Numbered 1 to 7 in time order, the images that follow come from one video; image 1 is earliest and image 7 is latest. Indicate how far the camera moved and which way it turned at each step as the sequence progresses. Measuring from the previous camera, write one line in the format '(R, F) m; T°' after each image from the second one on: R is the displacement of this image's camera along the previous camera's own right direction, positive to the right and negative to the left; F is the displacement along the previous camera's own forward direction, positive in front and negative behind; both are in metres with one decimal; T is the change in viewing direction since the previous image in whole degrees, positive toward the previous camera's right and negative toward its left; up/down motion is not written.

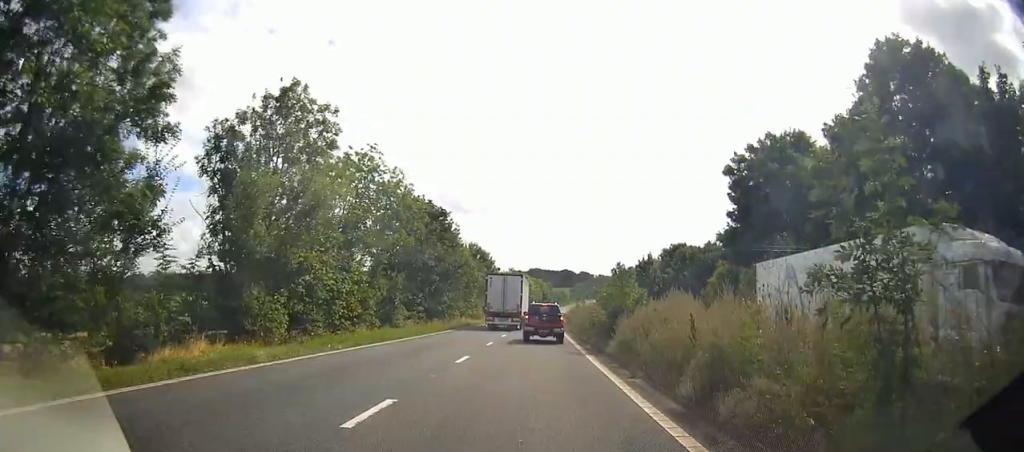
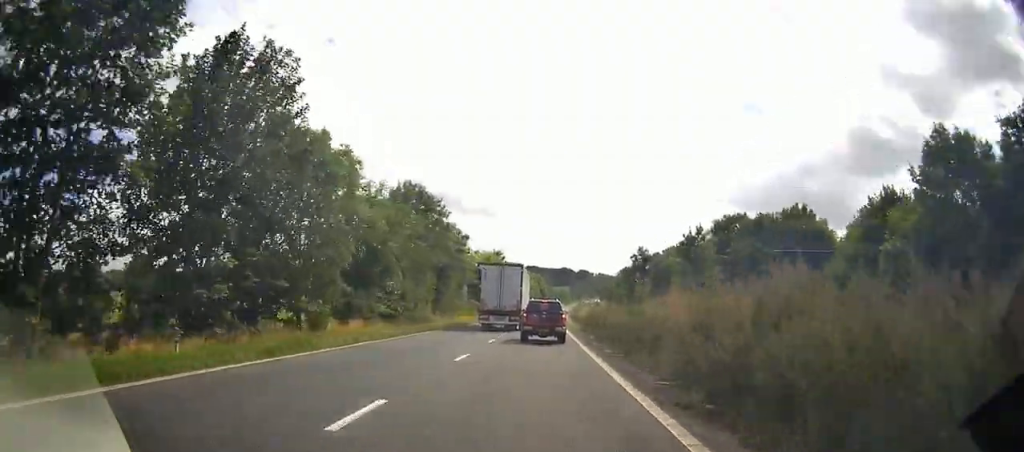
(+0.2, +35.7) m; 0°
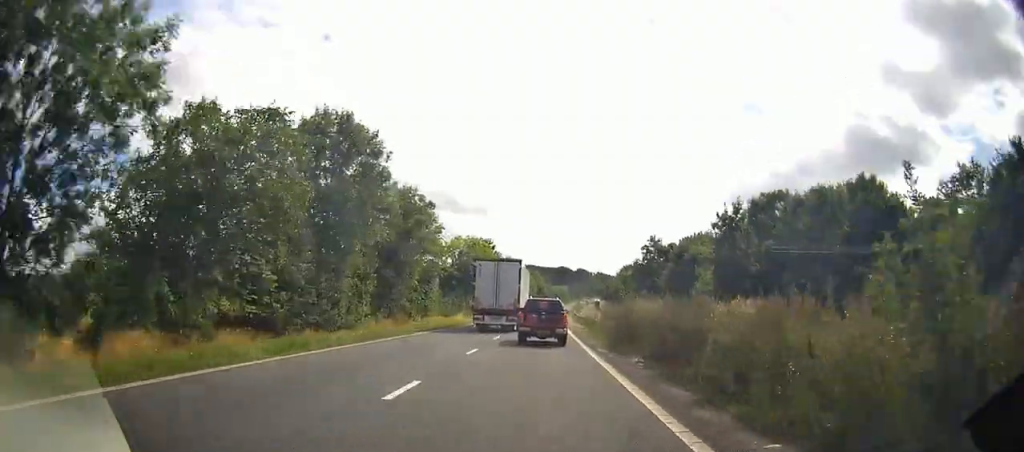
(0.0, +15.7) m; 0°
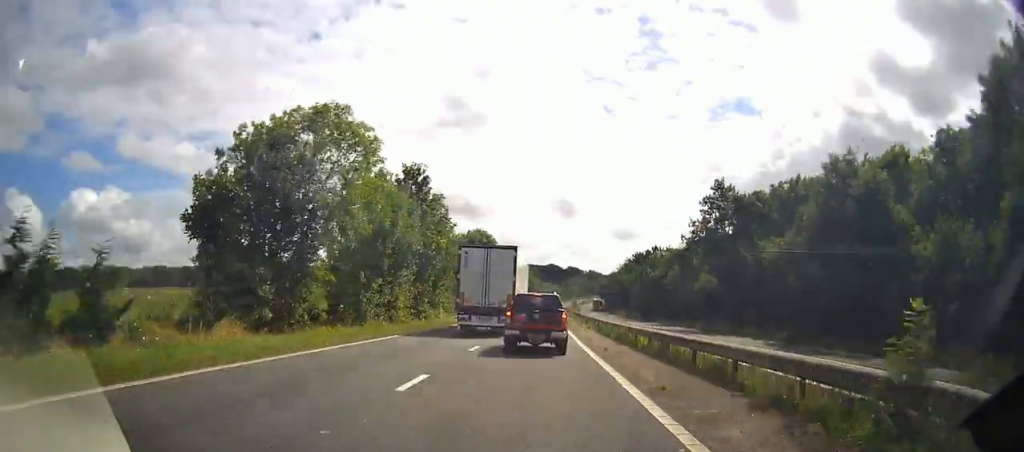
(0.0, +45.2) m; 0°
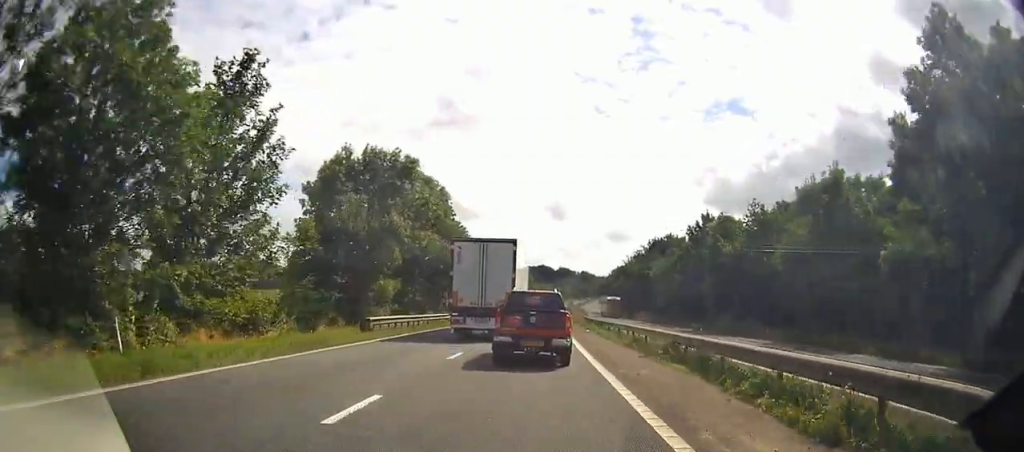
(+0.3, +40.1) m; +1°
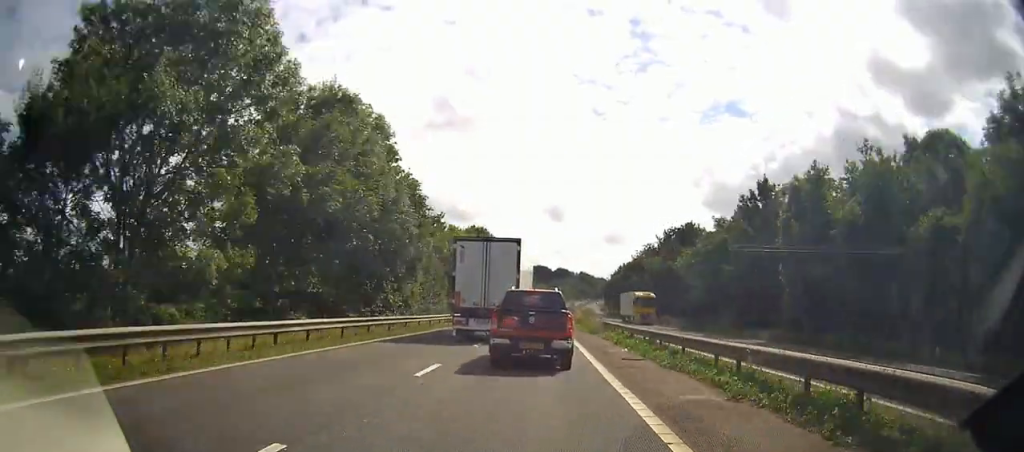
(+0.2, +19.4) m; +1°
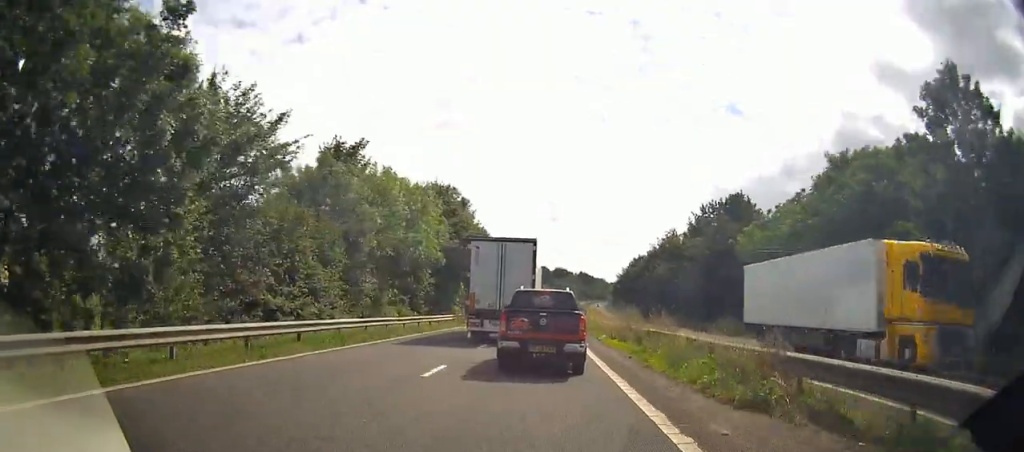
(+0.2, +27.2) m; 0°
